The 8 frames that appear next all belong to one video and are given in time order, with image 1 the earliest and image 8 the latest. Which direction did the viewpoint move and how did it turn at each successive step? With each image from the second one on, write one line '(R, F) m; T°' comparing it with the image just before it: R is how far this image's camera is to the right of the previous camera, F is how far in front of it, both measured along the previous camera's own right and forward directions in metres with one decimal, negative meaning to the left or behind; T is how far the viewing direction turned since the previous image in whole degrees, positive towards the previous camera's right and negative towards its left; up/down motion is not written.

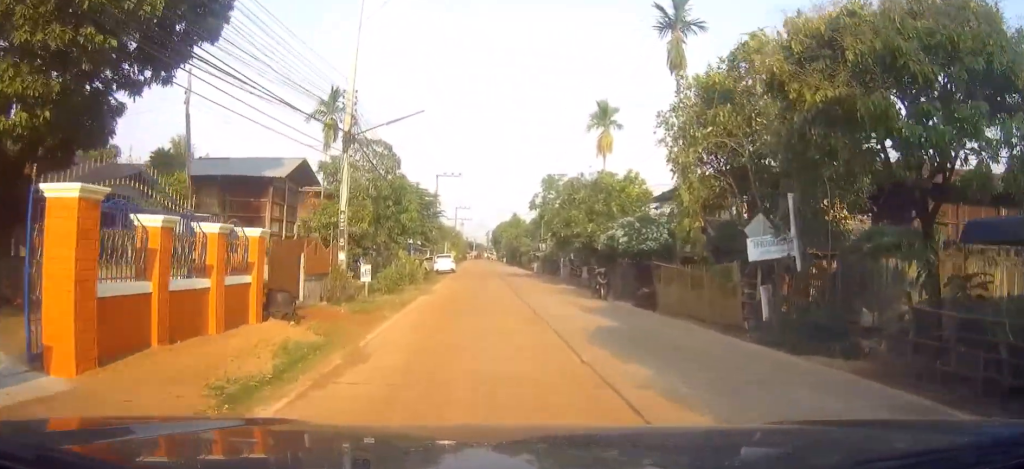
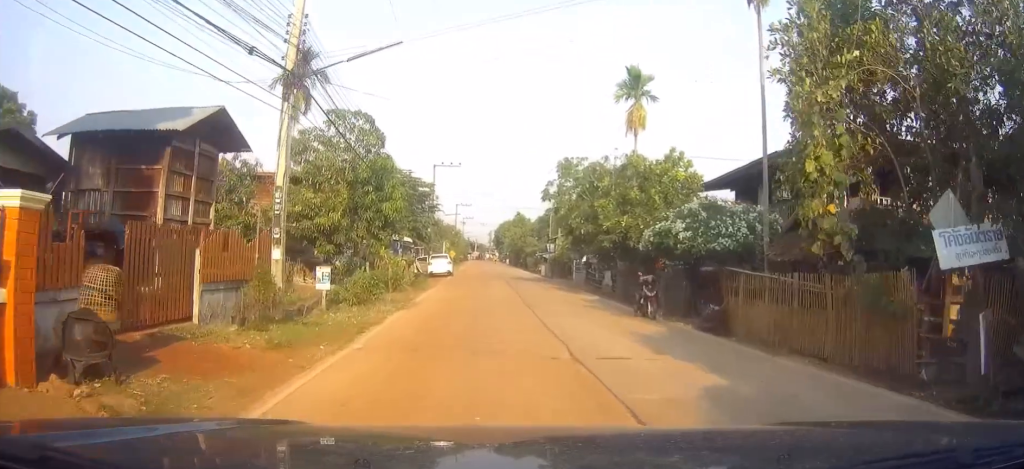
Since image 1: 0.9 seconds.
(0.0, +7.4) m; 0°
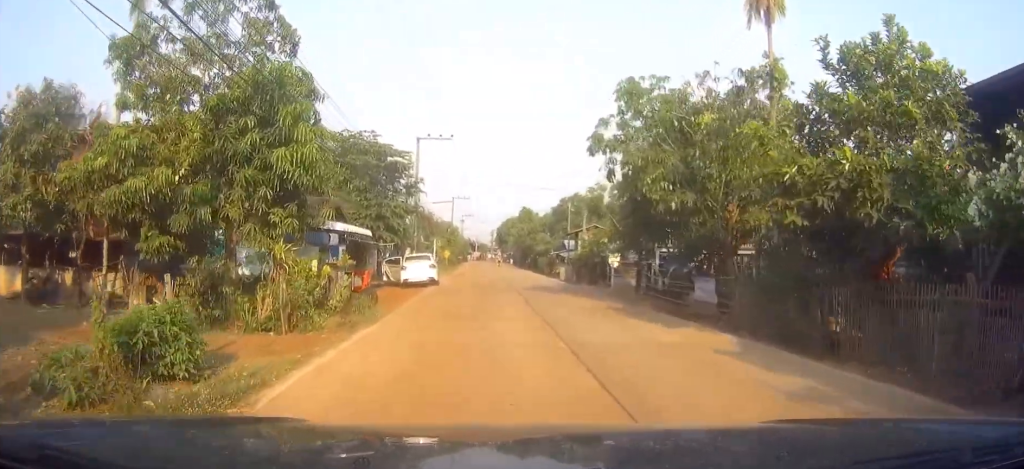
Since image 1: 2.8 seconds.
(-0.1, +15.8) m; 0°
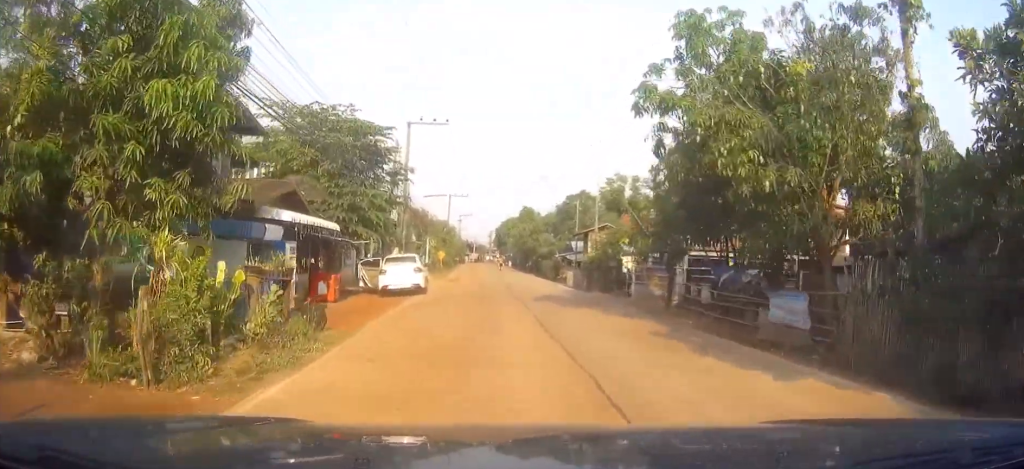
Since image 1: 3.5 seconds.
(0.0, +6.1) m; +1°
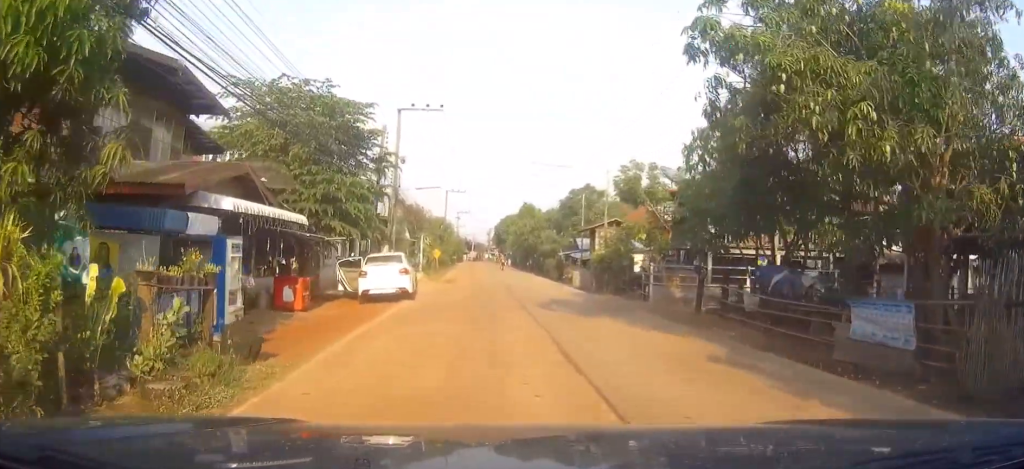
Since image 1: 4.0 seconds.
(0.0, +4.1) m; 0°
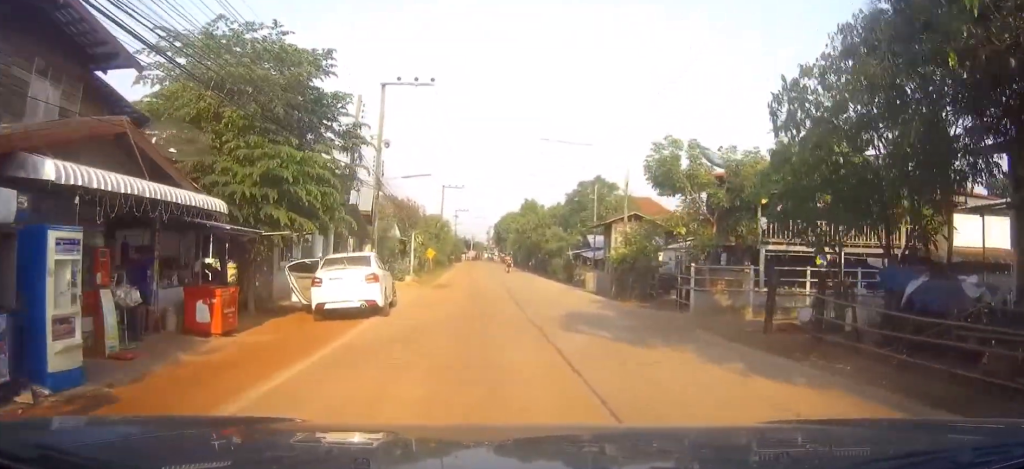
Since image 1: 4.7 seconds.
(0.0, +5.7) m; 0°
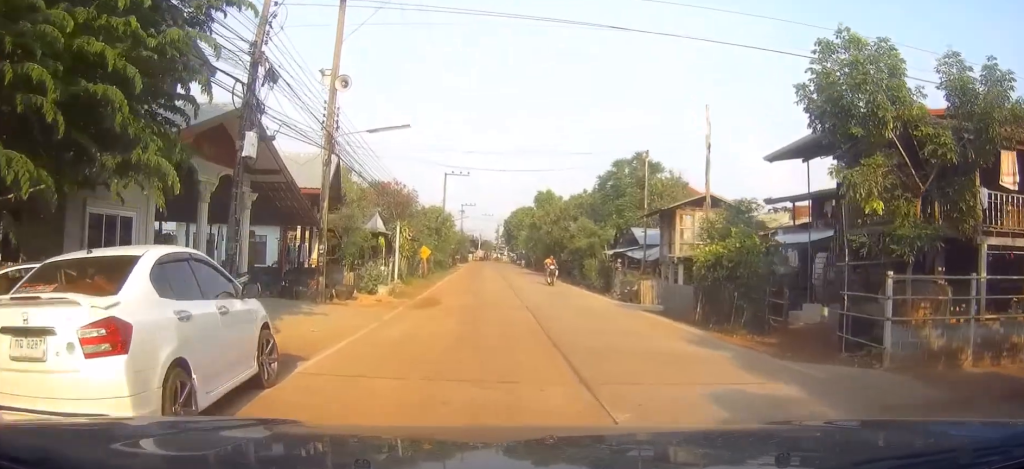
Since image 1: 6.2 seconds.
(+0.1, +12.0) m; +1°
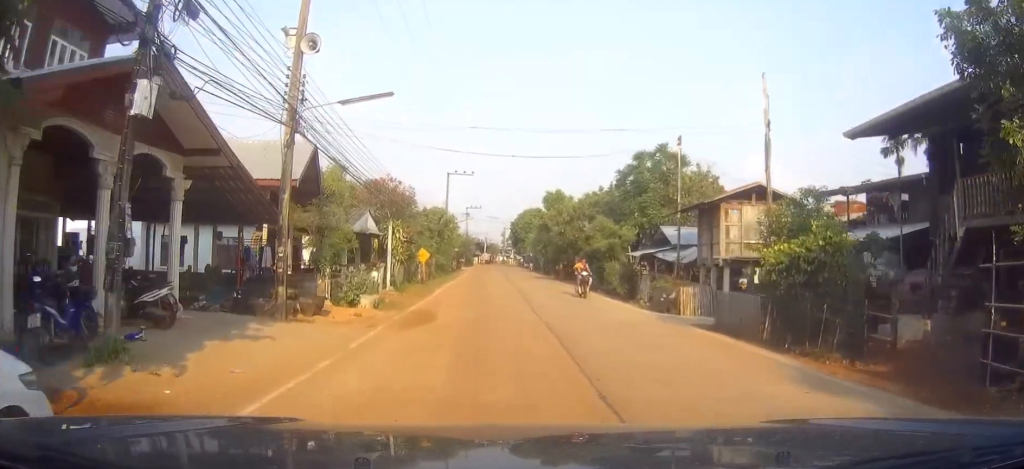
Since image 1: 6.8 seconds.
(0.0, +4.7) m; 0°
